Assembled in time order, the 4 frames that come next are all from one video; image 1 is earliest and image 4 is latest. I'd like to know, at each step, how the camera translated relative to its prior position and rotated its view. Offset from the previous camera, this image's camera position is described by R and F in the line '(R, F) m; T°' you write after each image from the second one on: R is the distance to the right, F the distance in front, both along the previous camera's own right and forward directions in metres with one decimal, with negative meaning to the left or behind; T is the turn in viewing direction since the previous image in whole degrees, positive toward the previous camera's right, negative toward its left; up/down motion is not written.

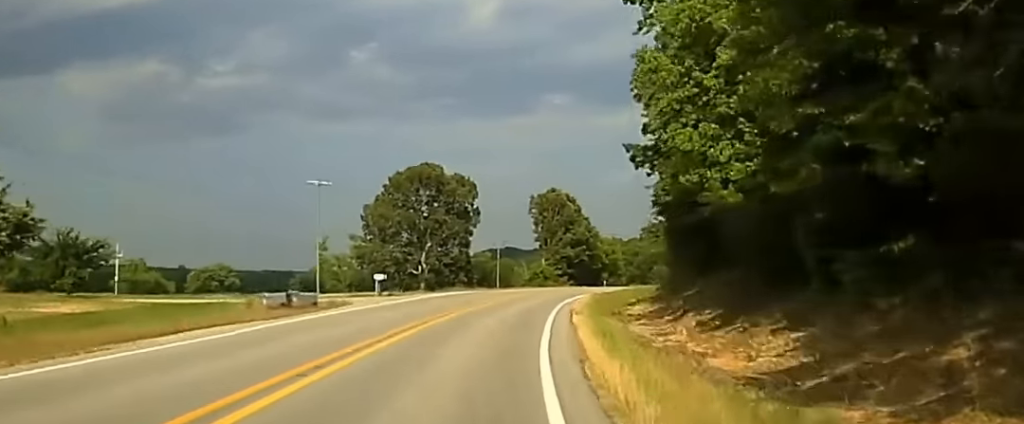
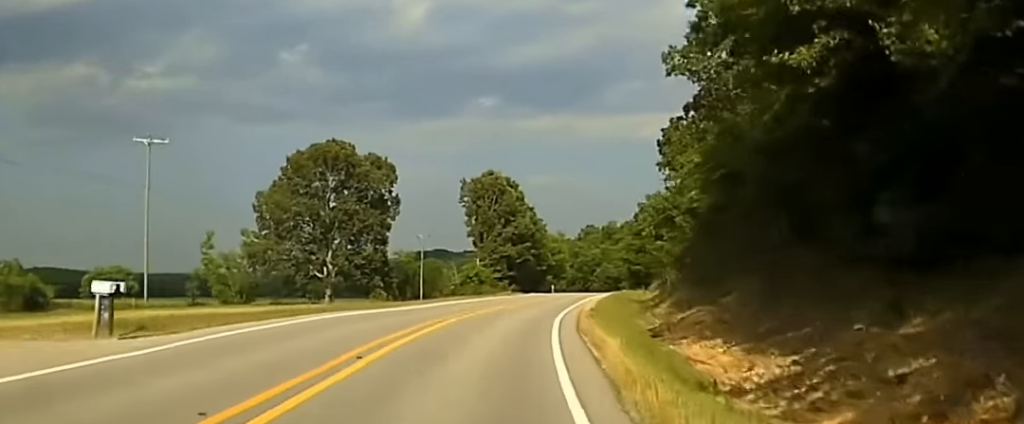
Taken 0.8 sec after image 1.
(+1.2, +31.5) m; +4°
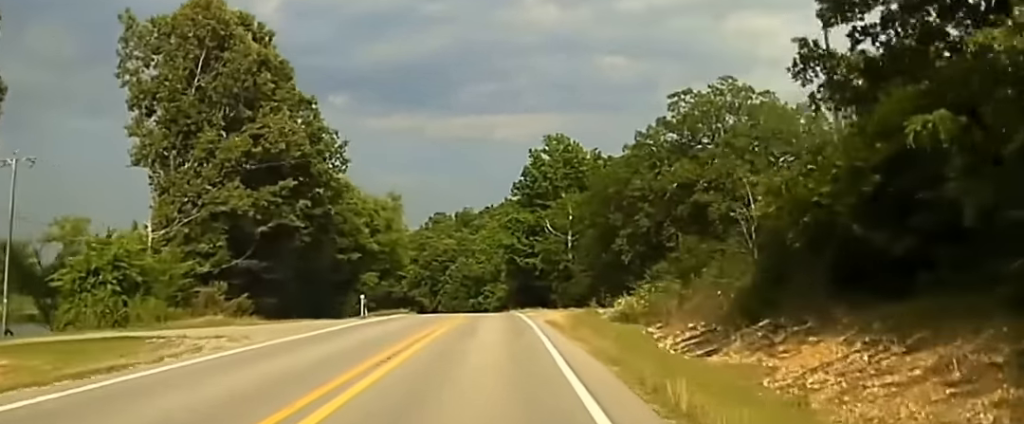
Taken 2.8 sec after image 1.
(+7.6, +84.8) m; +8°
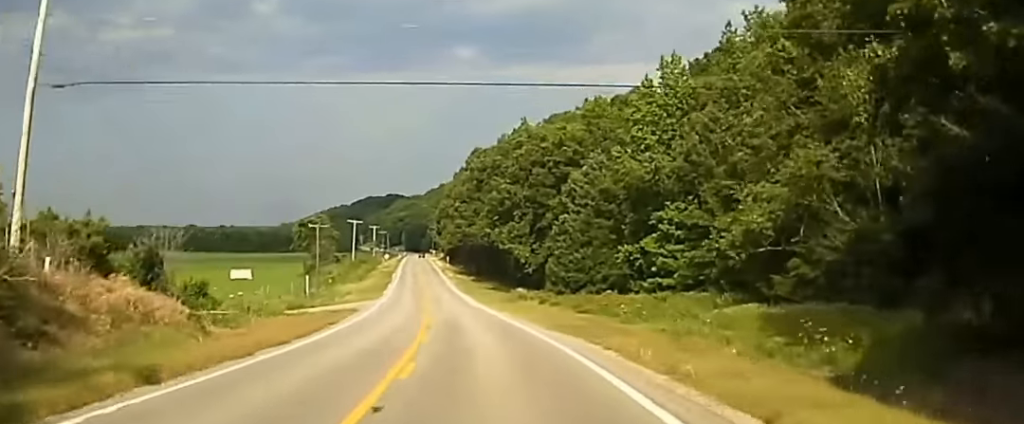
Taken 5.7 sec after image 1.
(-2.8, +122.4) m; -6°
